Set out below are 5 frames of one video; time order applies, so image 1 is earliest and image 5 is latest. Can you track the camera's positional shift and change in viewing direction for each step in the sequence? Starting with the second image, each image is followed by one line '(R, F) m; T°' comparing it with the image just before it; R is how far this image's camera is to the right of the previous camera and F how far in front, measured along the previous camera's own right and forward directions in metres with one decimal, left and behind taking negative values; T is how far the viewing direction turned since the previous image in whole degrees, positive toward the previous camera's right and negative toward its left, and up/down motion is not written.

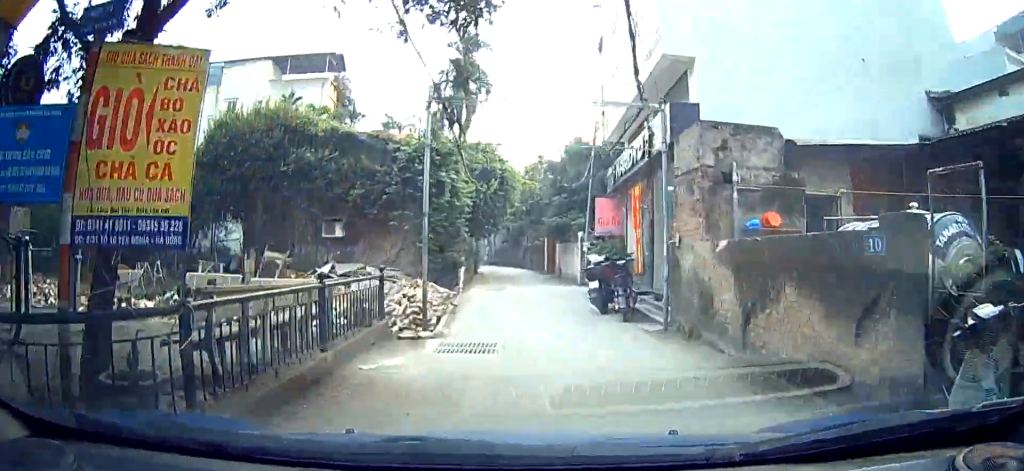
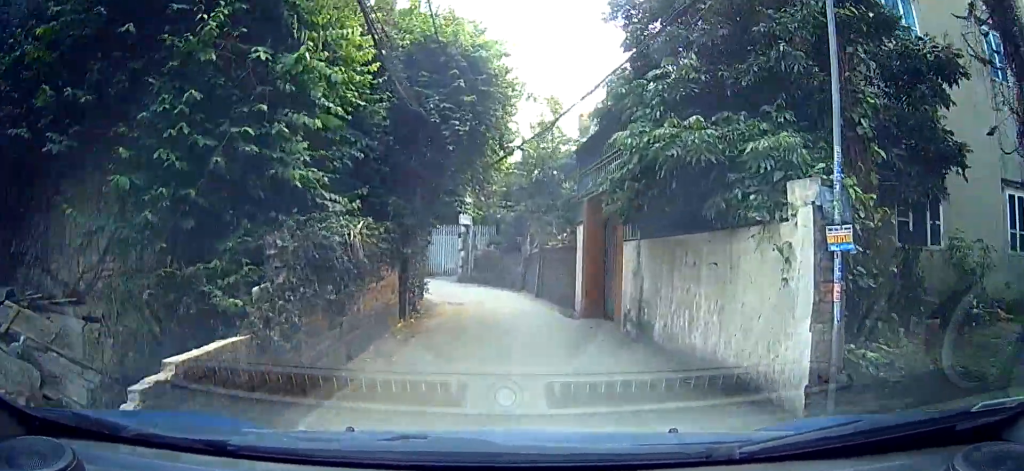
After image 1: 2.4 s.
(-1.2, +9.9) m; -7°
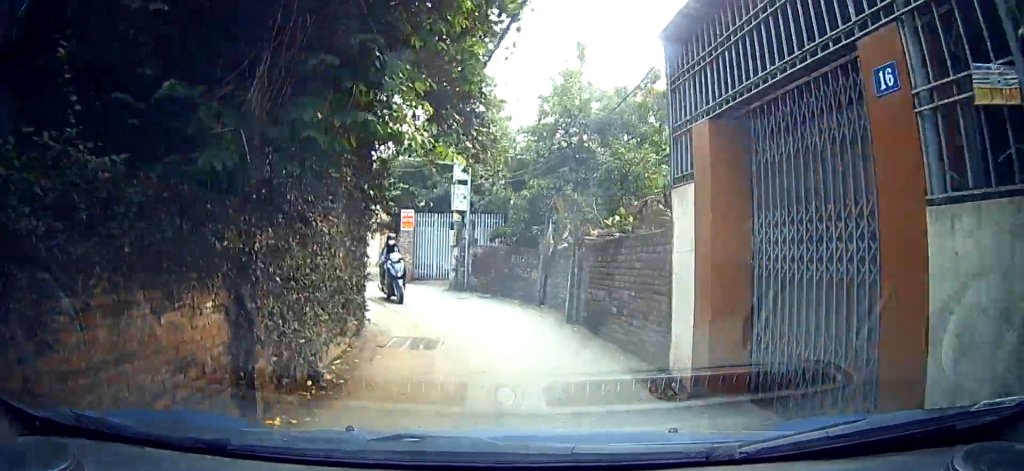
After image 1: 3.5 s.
(0.0, +7.0) m; 0°
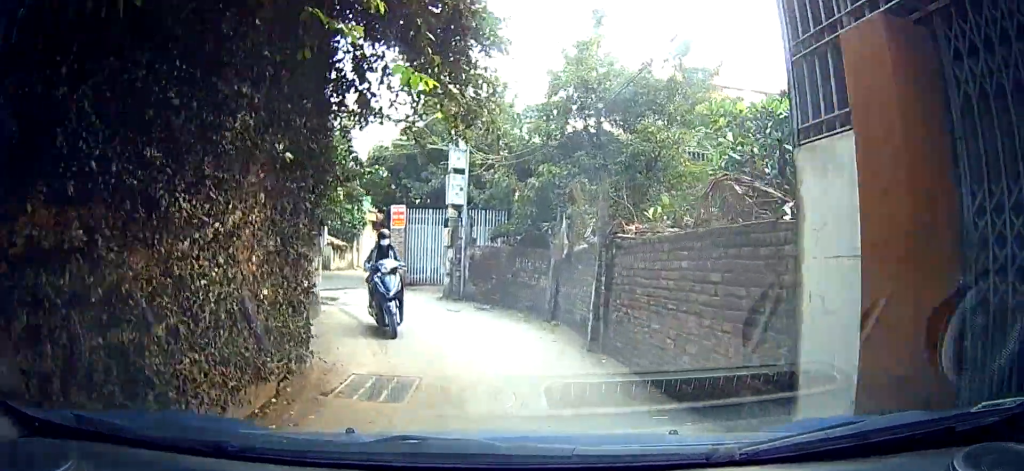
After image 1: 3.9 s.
(0.0, +3.1) m; 0°
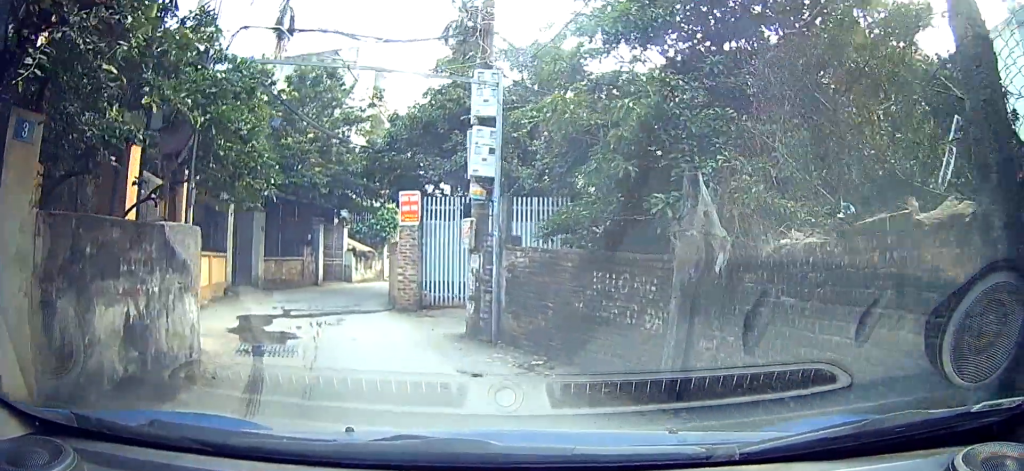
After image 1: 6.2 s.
(+0.7, +14.0) m; +27°
